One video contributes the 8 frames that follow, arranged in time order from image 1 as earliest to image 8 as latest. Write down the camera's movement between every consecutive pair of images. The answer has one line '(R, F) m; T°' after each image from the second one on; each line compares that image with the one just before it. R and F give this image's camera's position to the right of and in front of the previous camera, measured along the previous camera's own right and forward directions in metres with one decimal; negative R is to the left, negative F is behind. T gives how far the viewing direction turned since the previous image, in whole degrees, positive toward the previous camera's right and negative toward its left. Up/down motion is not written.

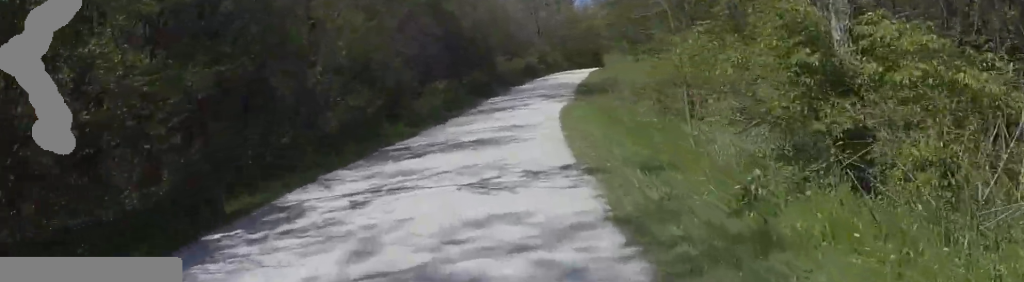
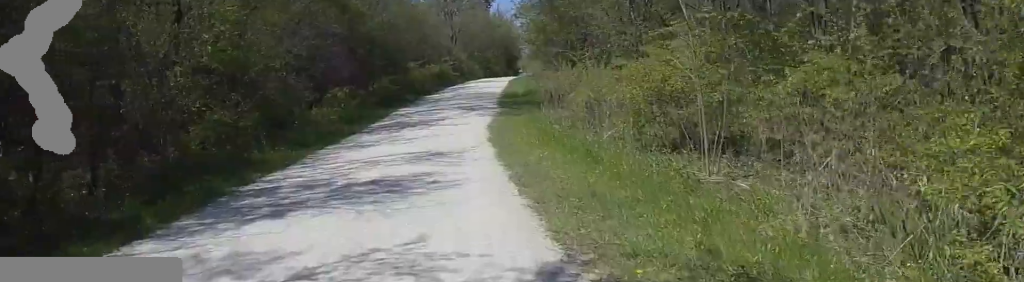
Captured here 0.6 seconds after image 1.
(-0.3, +3.5) m; +1°
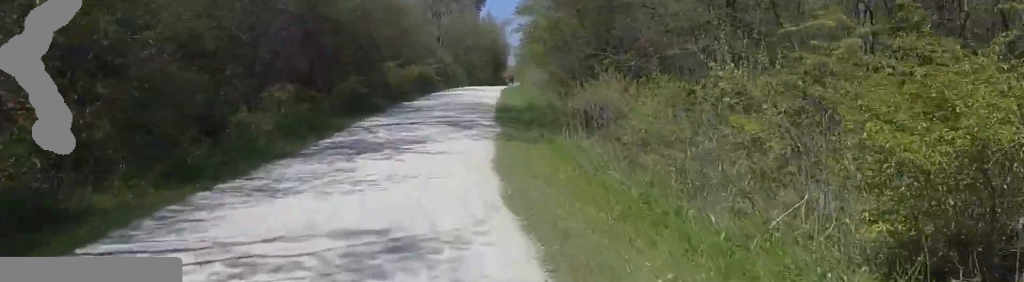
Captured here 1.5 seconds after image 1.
(+0.5, +5.5) m; +8°
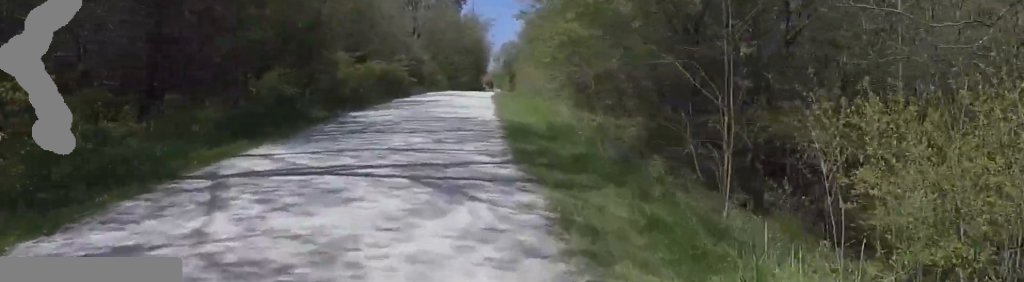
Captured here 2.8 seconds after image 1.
(+0.7, +8.6) m; +10°
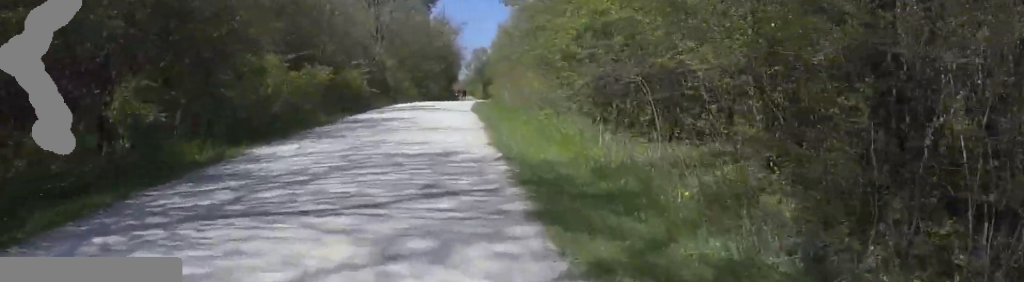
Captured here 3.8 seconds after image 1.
(+0.4, +5.6) m; +6°
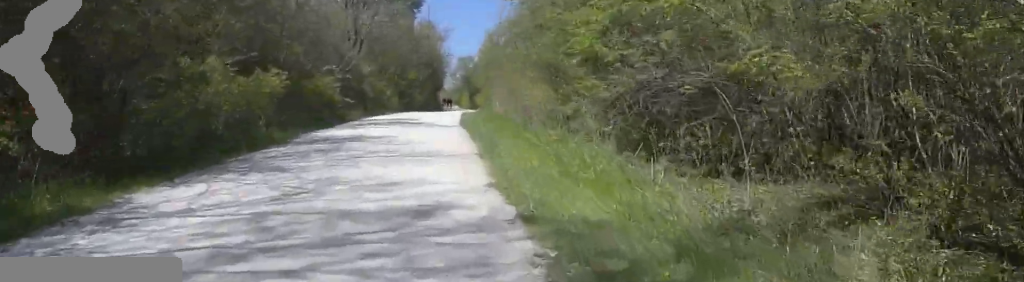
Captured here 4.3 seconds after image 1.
(+0.1, +3.1) m; +1°
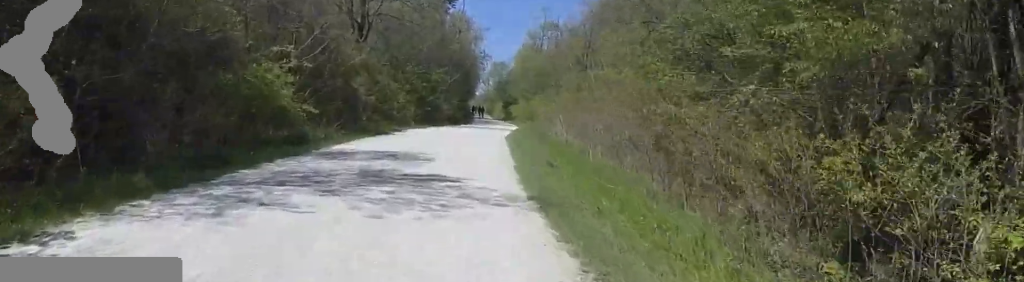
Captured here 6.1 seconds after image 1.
(-1.1, +10.2) m; -10°
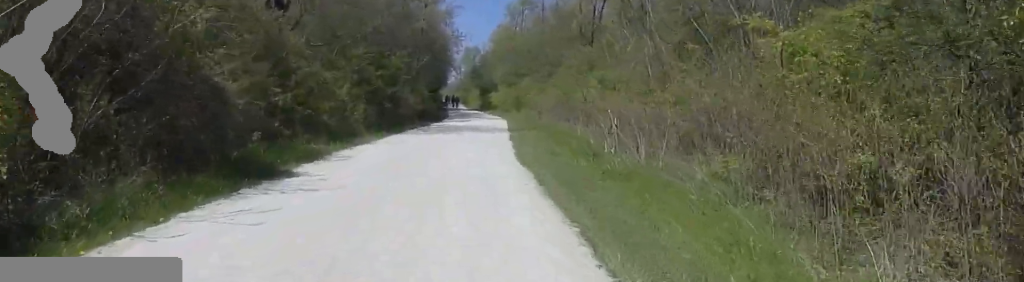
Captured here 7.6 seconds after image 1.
(+0.5, +8.5) m; +10°
